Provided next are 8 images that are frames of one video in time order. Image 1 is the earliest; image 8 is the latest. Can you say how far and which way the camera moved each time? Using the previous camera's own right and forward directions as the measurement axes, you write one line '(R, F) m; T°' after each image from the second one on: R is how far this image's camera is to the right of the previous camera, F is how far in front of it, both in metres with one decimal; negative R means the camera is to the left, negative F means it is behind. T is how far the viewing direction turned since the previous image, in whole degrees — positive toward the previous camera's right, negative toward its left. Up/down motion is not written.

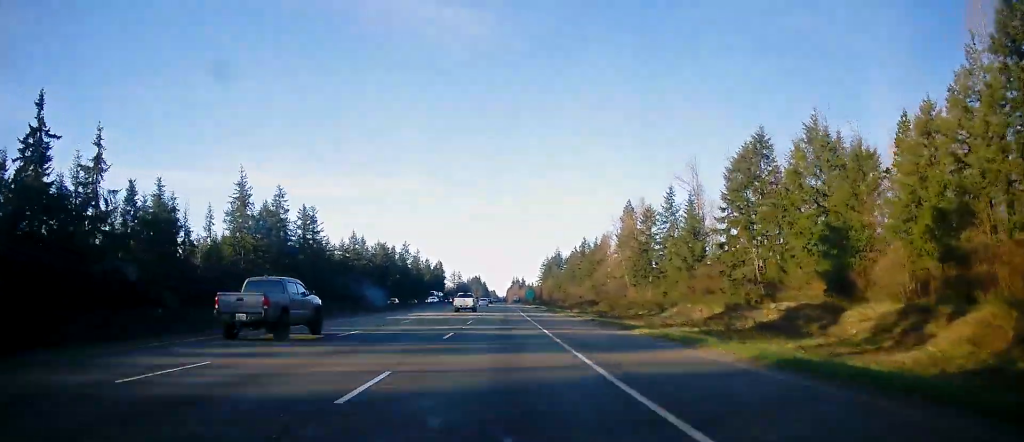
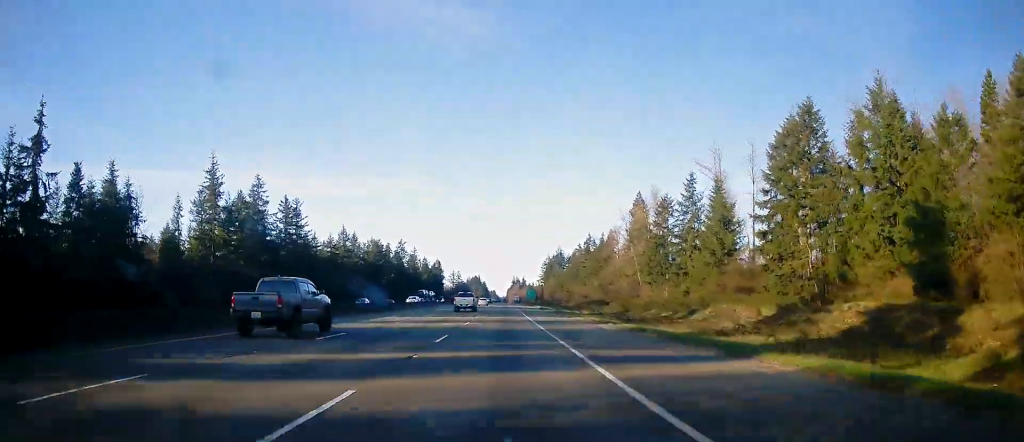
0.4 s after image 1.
(+0.1, +14.4) m; 0°
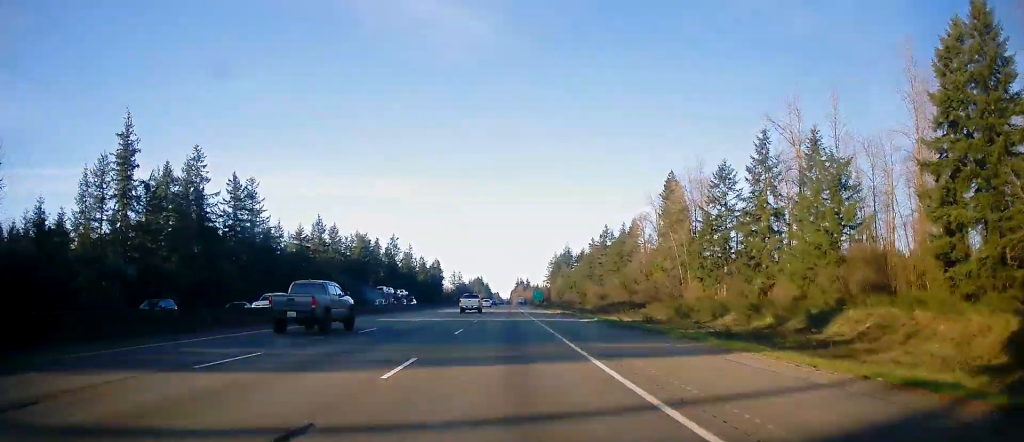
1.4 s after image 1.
(+0.2, +32.2) m; 0°
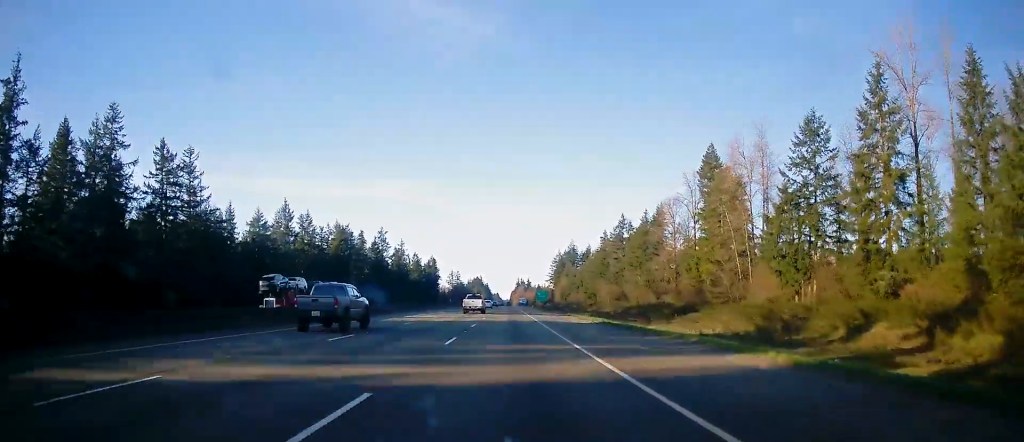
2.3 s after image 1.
(+0.1, +28.8) m; 0°
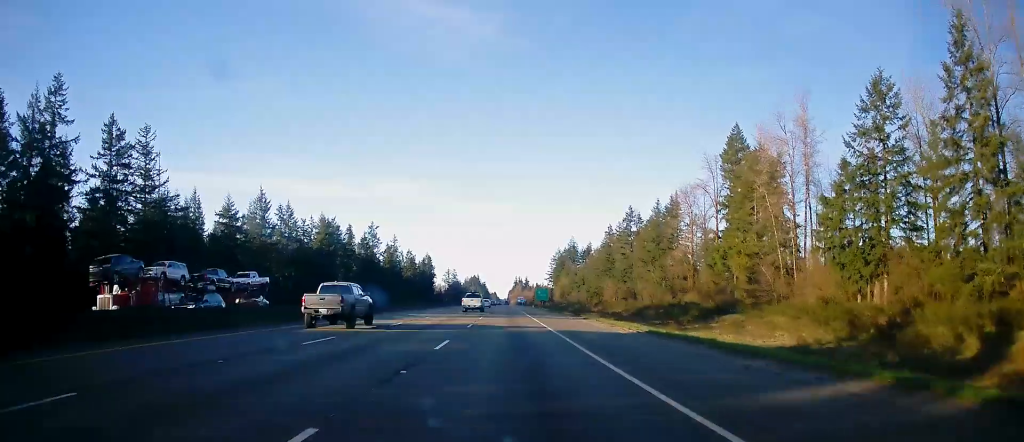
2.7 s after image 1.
(-0.1, +14.4) m; 0°
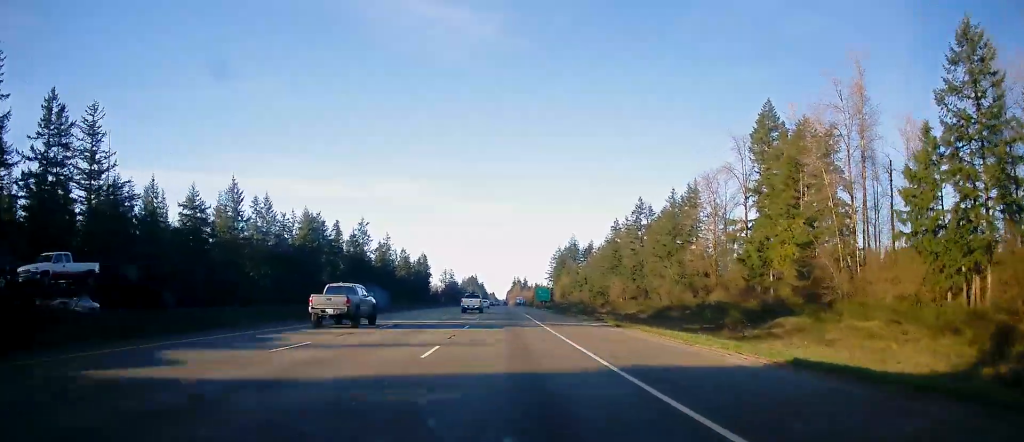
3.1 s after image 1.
(-0.1, +14.4) m; 0°
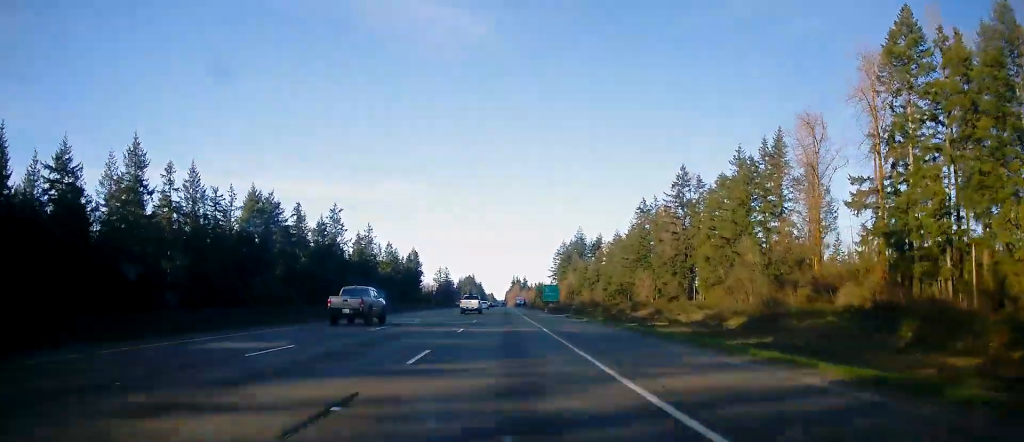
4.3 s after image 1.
(+0.4, +37.8) m; +1°
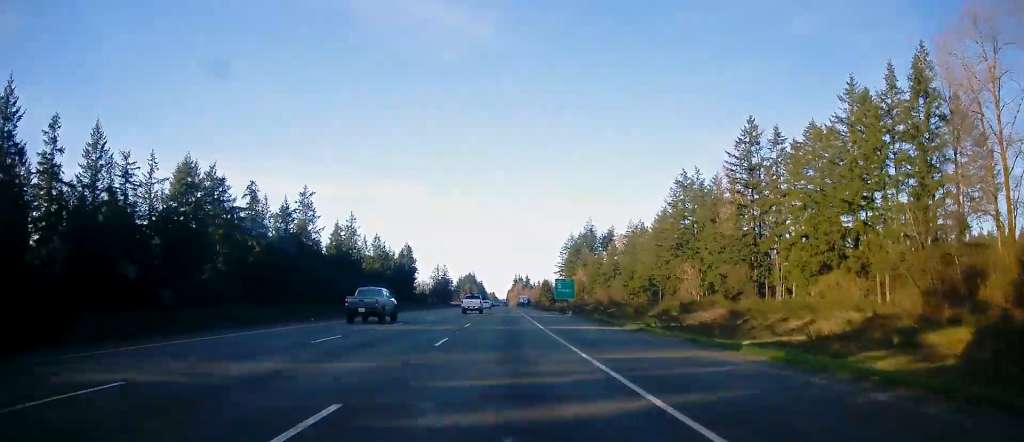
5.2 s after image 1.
(+0.1, +32.2) m; -1°
